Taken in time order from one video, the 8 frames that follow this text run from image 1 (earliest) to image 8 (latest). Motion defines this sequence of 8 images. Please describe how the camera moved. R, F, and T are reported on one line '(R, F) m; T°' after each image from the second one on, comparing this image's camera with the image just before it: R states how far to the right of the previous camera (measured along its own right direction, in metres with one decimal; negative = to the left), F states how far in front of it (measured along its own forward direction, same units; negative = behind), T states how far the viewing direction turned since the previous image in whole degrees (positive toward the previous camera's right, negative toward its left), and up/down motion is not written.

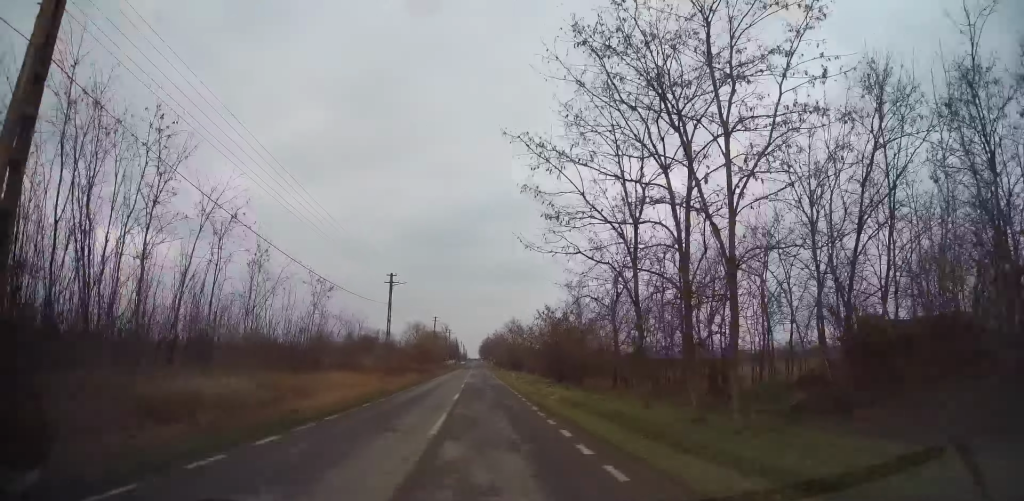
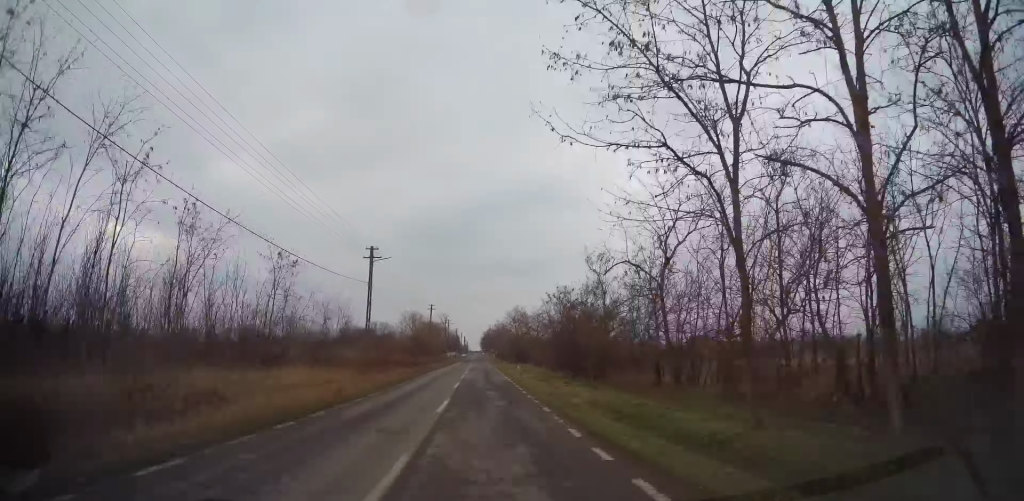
(+0.2, +7.0) m; 0°
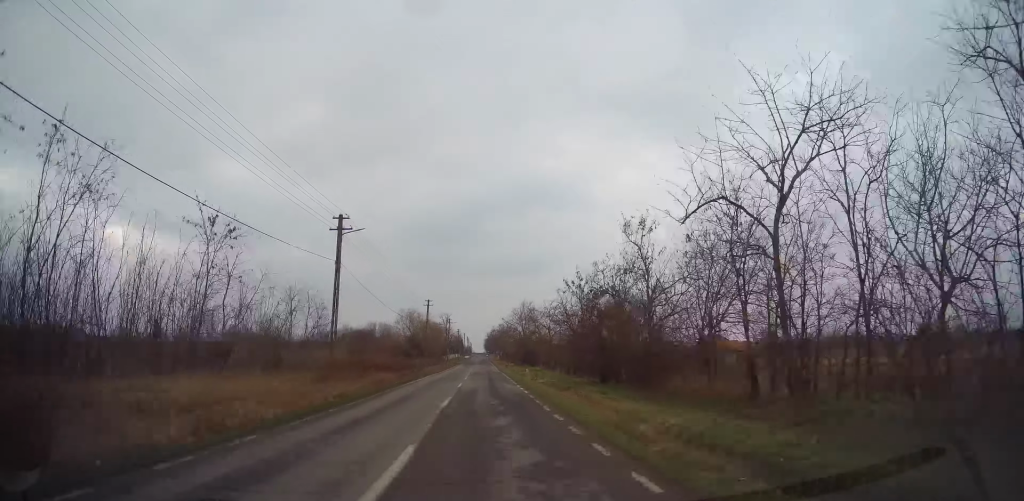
(+0.1, +7.7) m; 0°
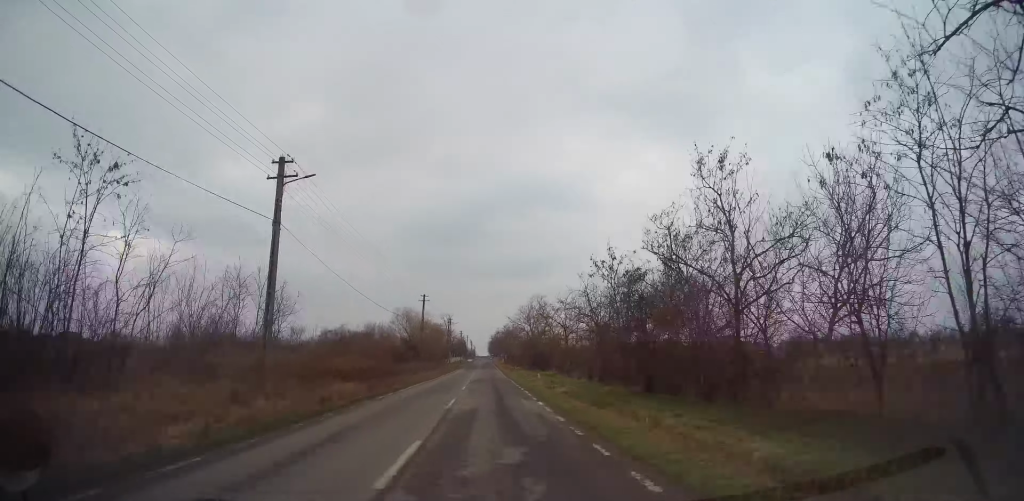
(-0.1, +8.0) m; -1°
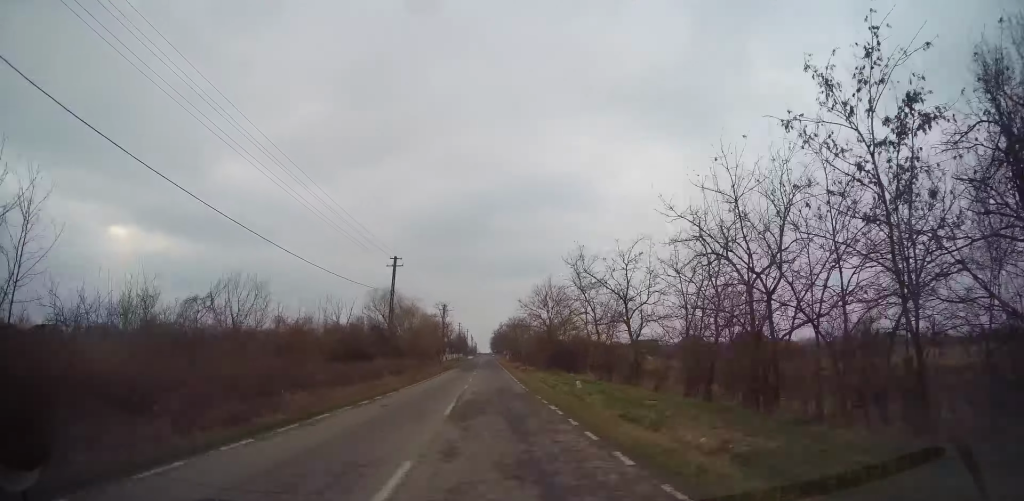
(-0.4, +18.7) m; -1°
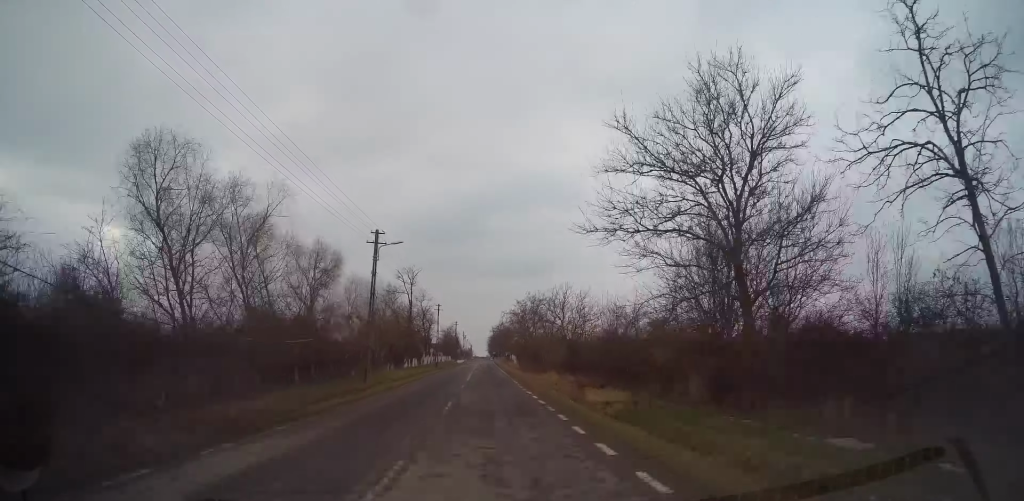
(+0.3, +42.2) m; +1°
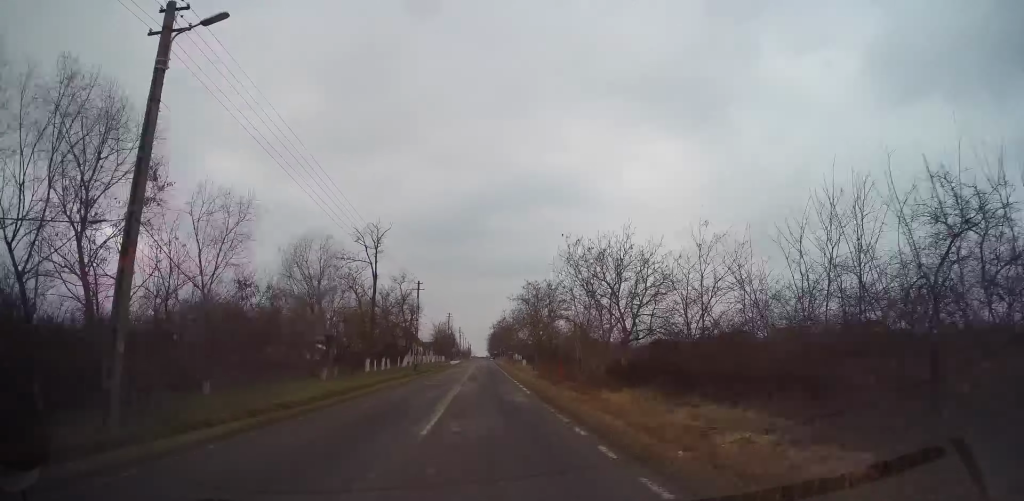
(+0.2, +20.2) m; +1°
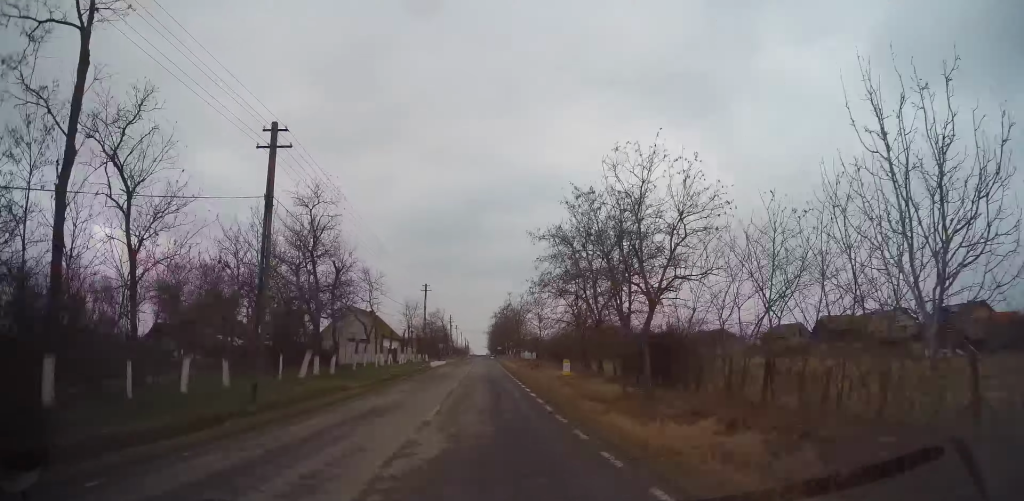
(-0.4, +33.6) m; -2°
